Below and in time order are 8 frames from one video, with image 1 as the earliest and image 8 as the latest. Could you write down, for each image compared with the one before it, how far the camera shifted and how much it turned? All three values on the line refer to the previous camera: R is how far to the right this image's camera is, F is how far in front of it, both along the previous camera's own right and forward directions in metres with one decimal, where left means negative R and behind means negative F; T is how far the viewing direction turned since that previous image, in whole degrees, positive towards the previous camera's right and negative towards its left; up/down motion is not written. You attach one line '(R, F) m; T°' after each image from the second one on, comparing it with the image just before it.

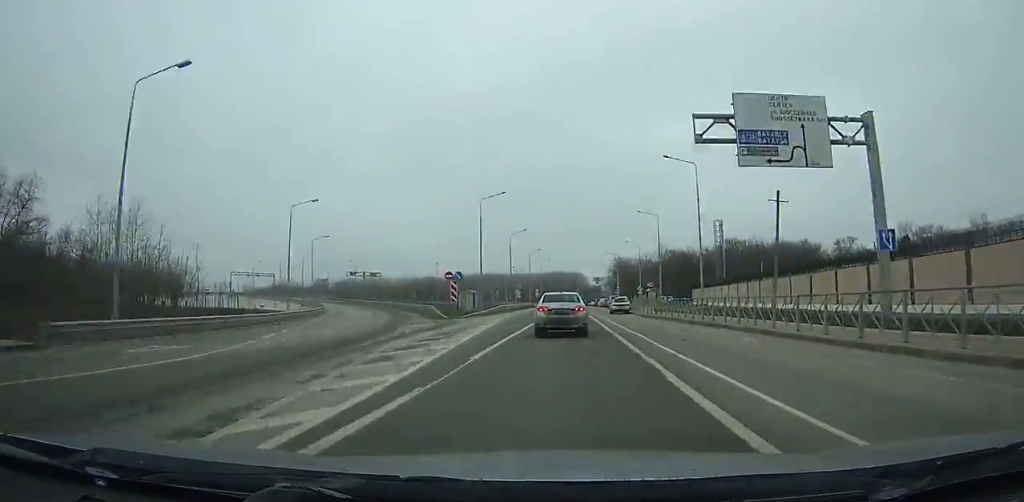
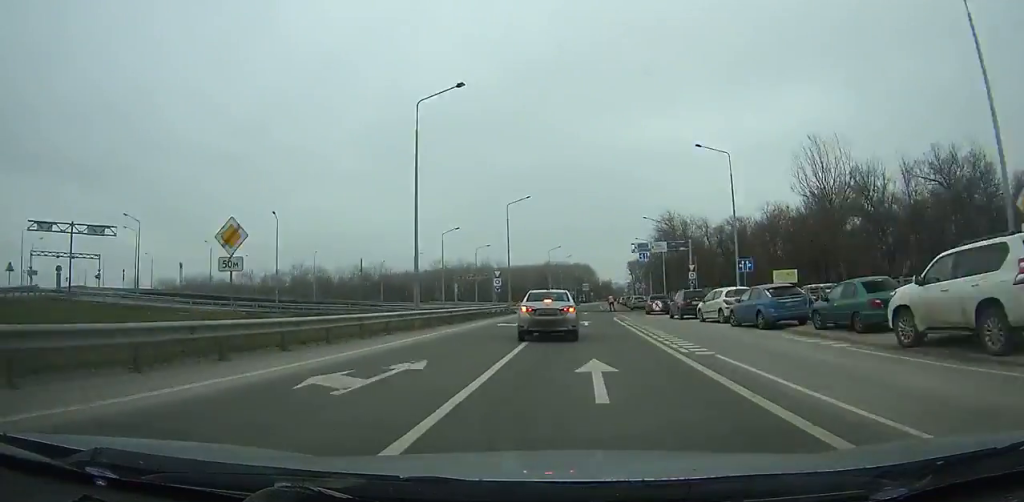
(-0.3, +74.8) m; -1°
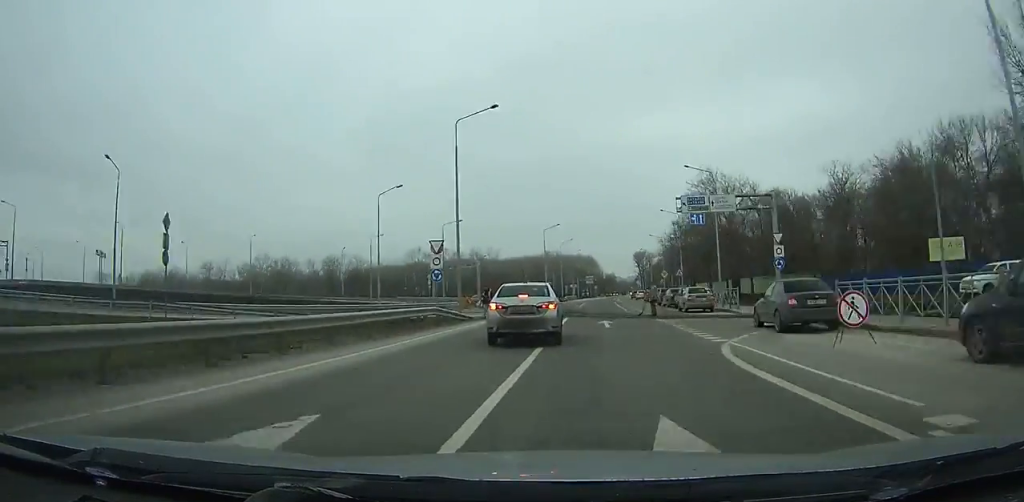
(0.0, +23.4) m; -2°
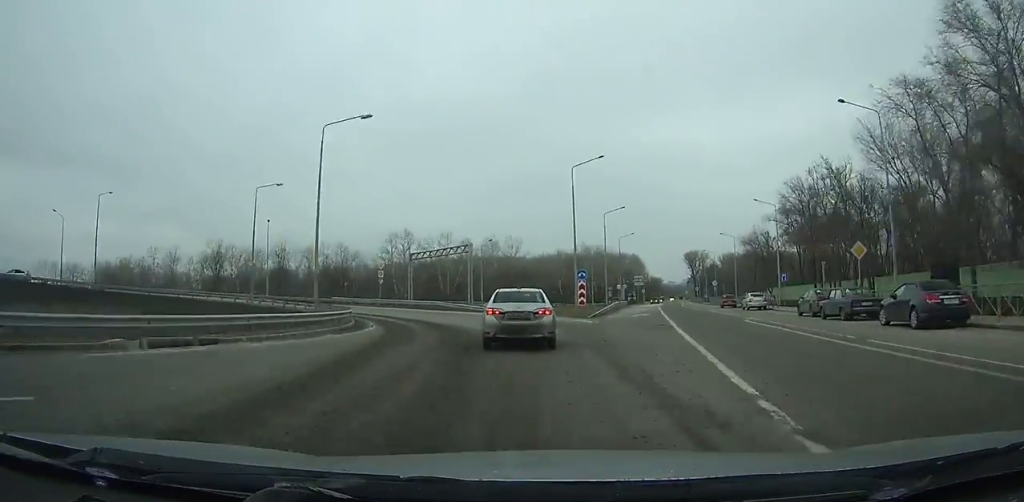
(-3.8, +43.8) m; -16°
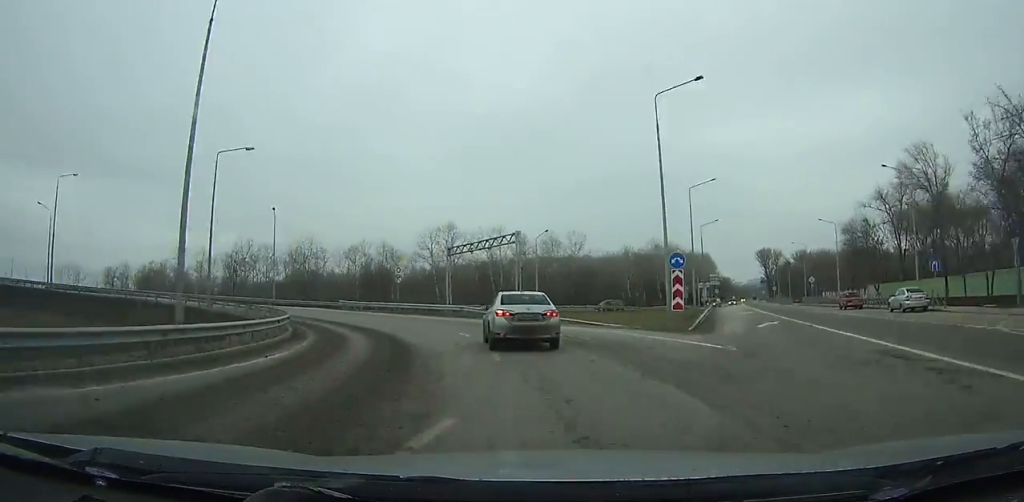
(-0.2, +14.5) m; -11°
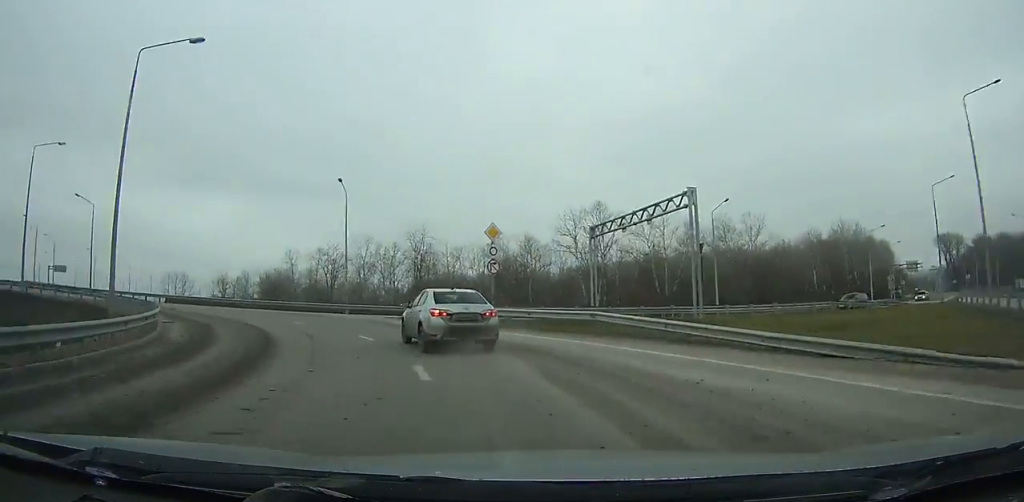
(-2.4, +18.8) m; -24°
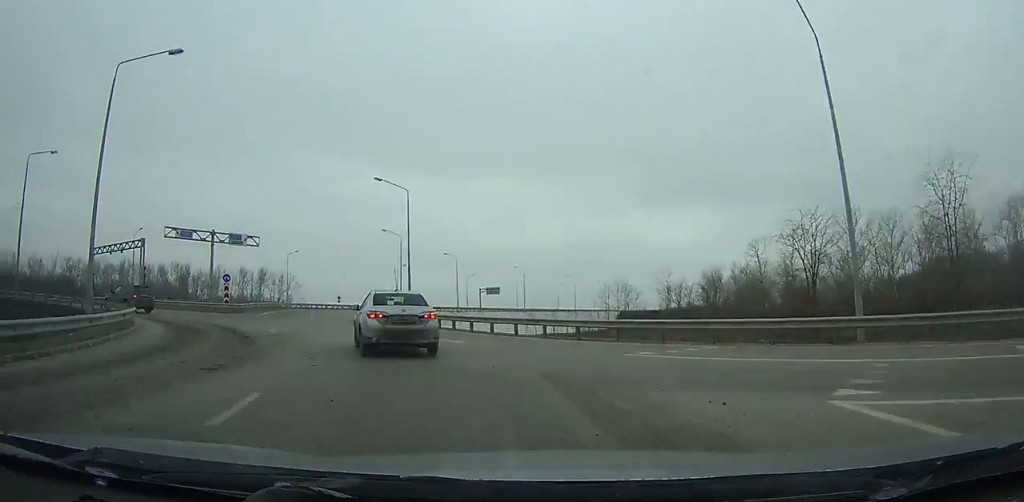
(-10.2, +27.7) m; -35°
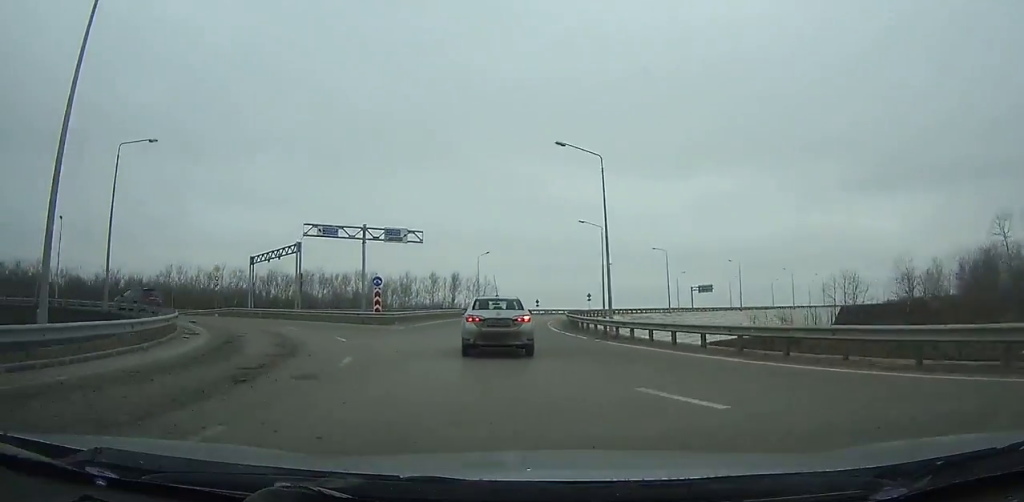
(-2.0, +12.2) m; -4°
